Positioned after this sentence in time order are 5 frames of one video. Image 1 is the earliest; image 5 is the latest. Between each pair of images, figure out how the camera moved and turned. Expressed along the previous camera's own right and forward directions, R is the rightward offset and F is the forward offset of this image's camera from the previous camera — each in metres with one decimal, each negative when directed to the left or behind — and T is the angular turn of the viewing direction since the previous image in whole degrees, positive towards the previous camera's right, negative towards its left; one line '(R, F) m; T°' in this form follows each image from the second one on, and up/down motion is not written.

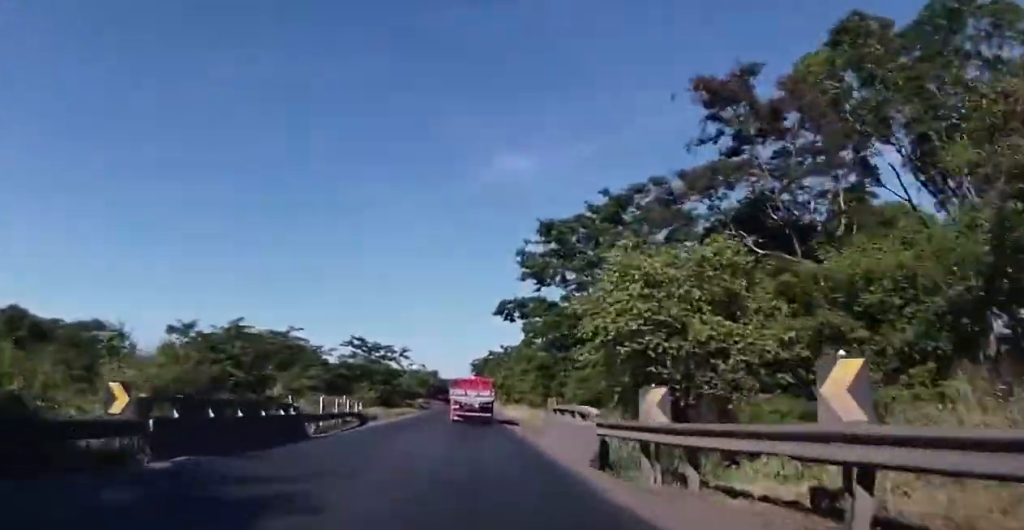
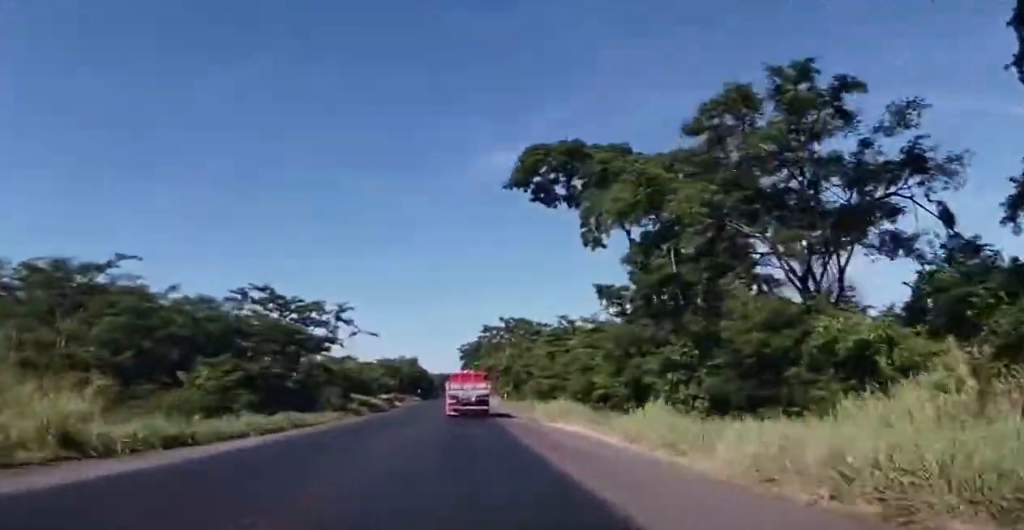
(+0.2, +50.0) m; +1°
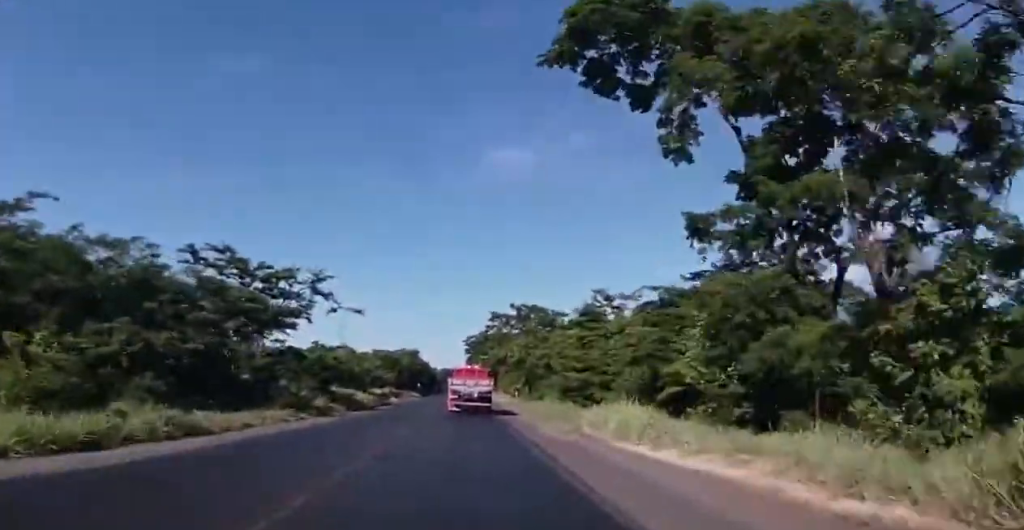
(+0.1, +13.5) m; -1°
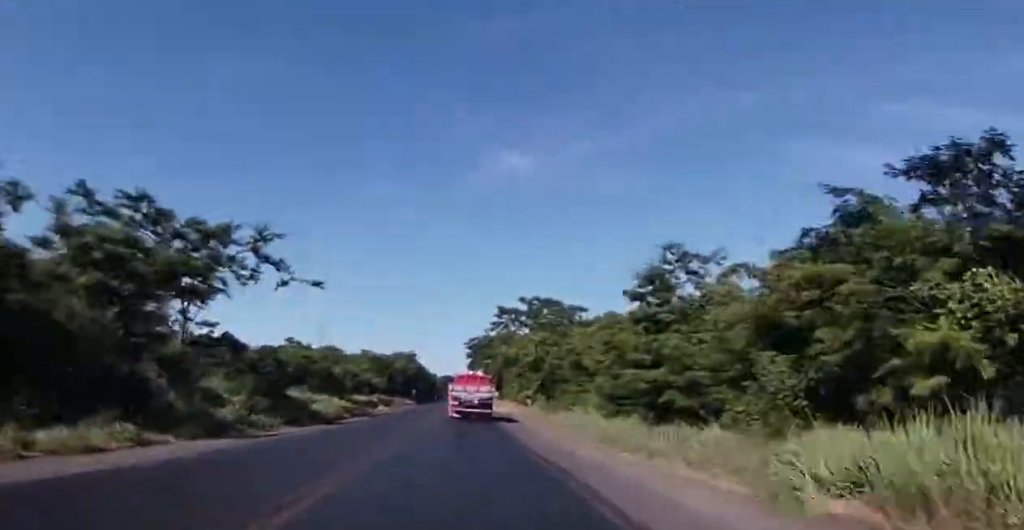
(-0.3, +15.8) m; 0°
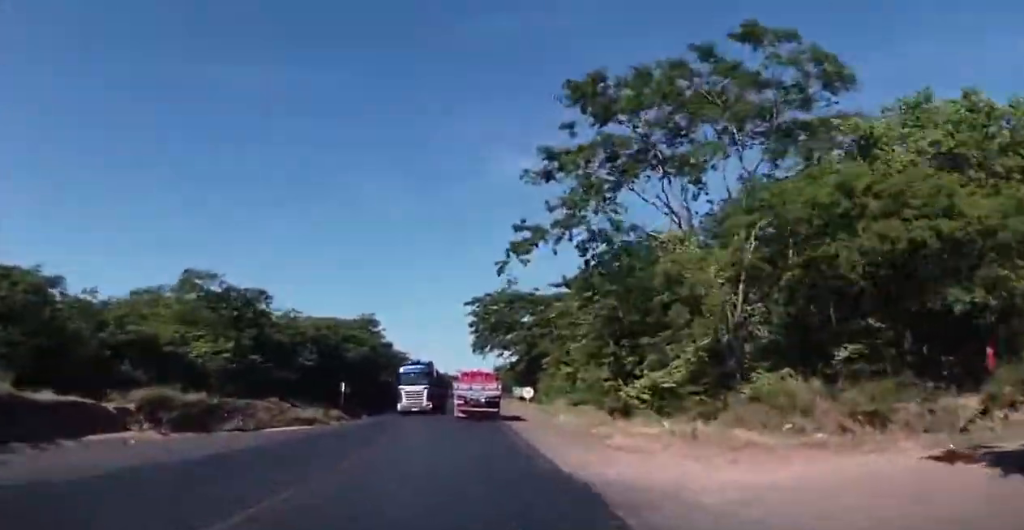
(+0.6, +68.2) m; 0°
